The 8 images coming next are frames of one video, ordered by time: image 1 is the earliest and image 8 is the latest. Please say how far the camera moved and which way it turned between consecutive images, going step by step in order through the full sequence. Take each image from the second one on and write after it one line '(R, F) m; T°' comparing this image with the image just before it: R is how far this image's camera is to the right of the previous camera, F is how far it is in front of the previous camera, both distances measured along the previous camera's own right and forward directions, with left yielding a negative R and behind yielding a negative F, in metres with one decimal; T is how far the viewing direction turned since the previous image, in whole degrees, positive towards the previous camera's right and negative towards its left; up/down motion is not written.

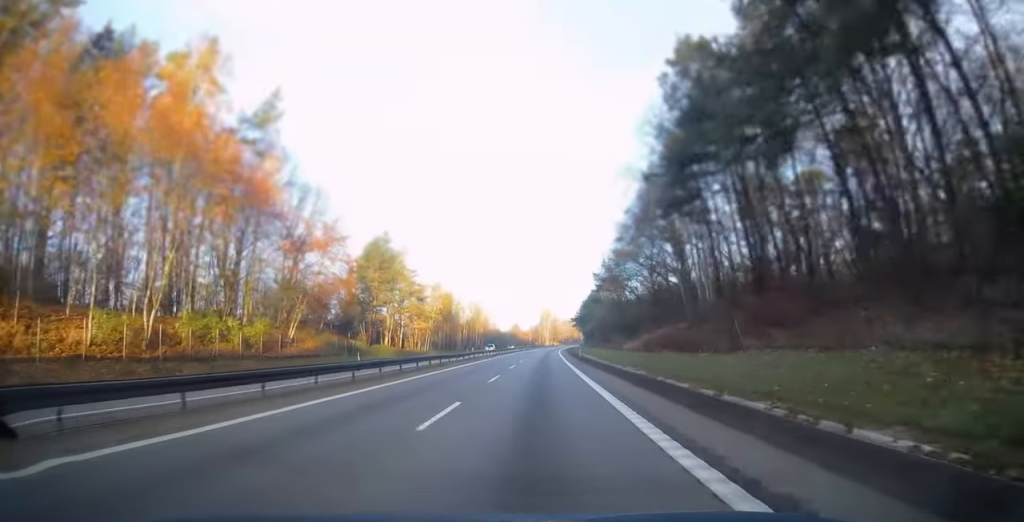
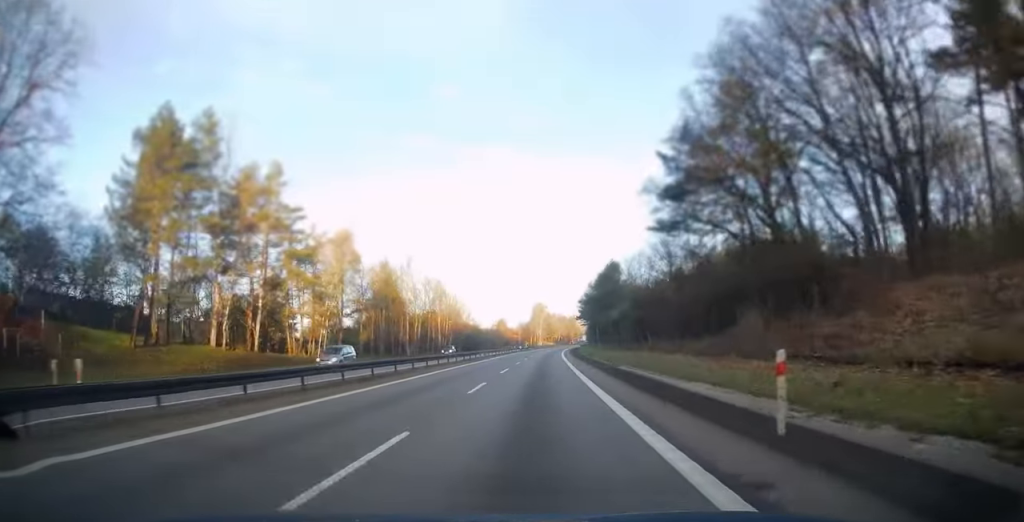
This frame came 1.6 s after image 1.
(+0.3, +52.6) m; 0°
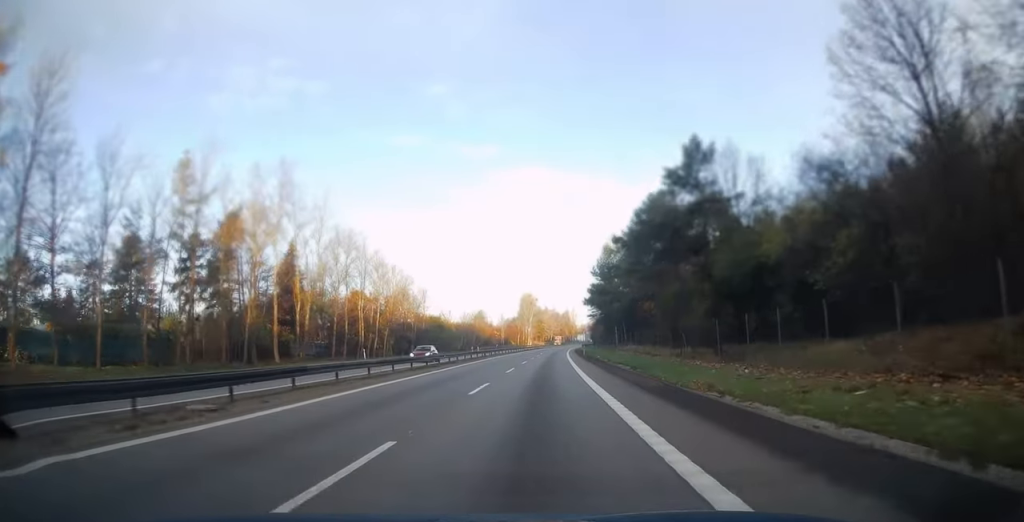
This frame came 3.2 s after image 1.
(+0.3, +48.8) m; +1°
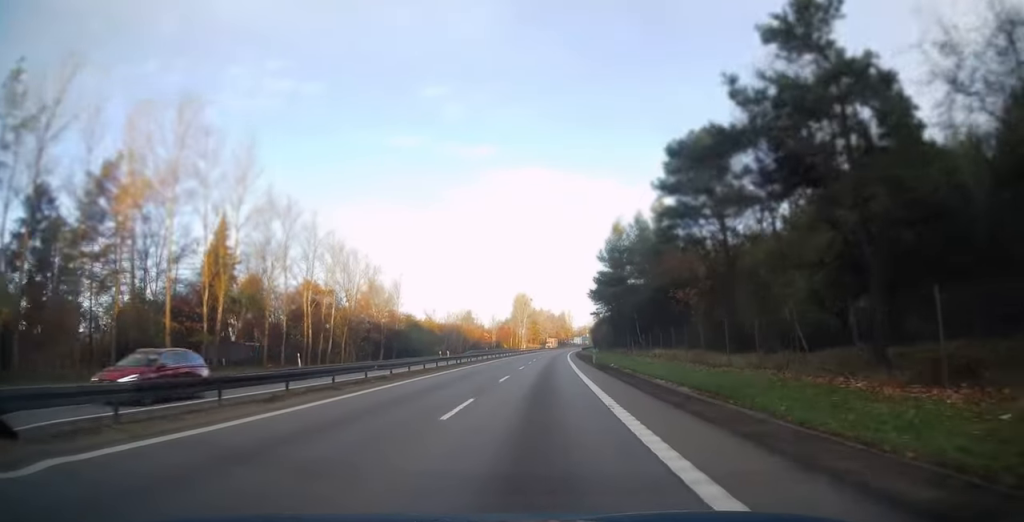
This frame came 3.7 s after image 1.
(0.0, +16.4) m; 0°
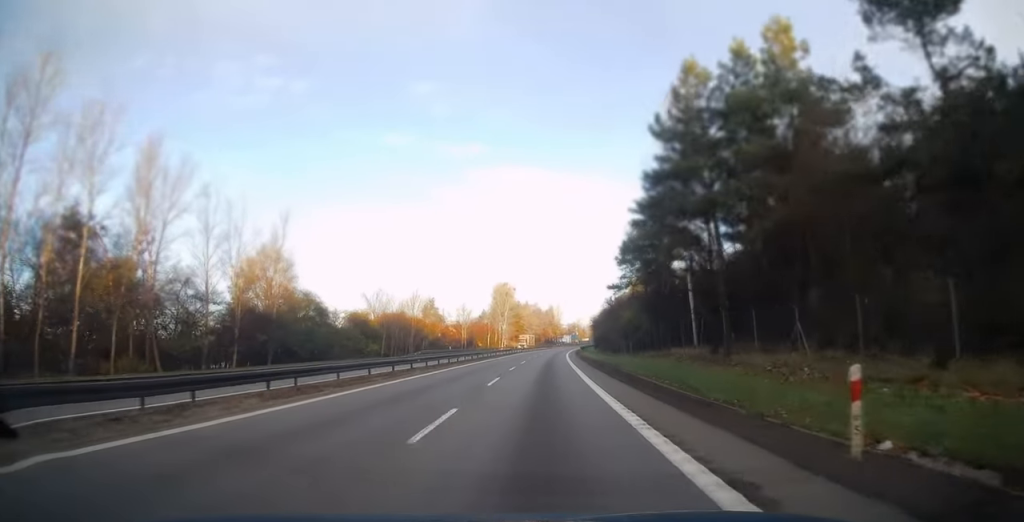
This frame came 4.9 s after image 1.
(+0.3, +38.6) m; +1°
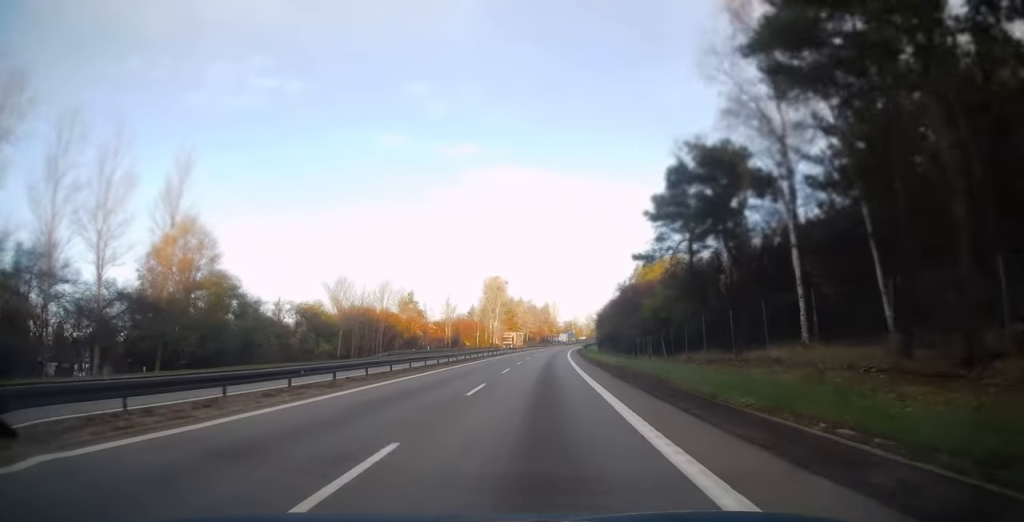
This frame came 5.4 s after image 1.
(+0.1, +16.4) m; +1°
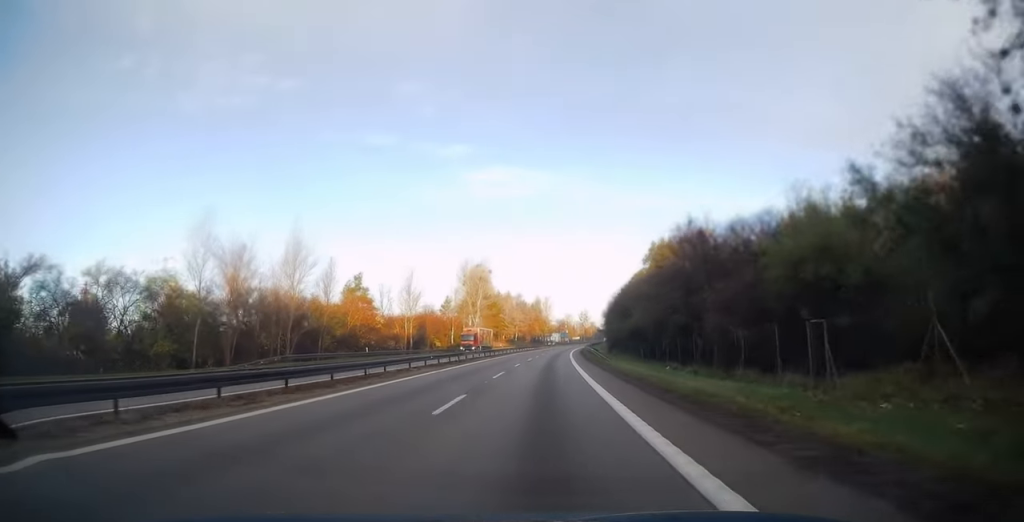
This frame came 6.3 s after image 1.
(+0.1, +28.2) m; +1°
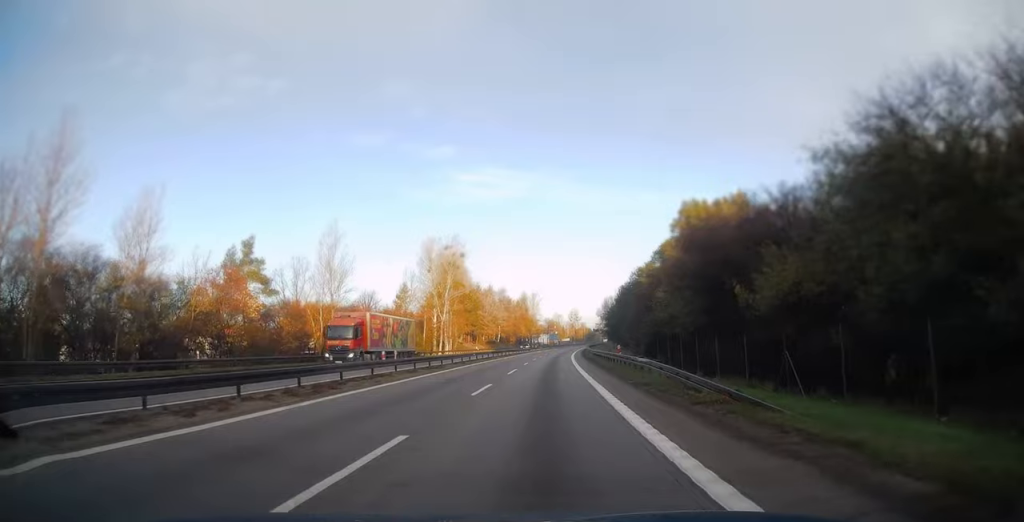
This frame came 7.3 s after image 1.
(+0.4, +30.9) m; +1°
